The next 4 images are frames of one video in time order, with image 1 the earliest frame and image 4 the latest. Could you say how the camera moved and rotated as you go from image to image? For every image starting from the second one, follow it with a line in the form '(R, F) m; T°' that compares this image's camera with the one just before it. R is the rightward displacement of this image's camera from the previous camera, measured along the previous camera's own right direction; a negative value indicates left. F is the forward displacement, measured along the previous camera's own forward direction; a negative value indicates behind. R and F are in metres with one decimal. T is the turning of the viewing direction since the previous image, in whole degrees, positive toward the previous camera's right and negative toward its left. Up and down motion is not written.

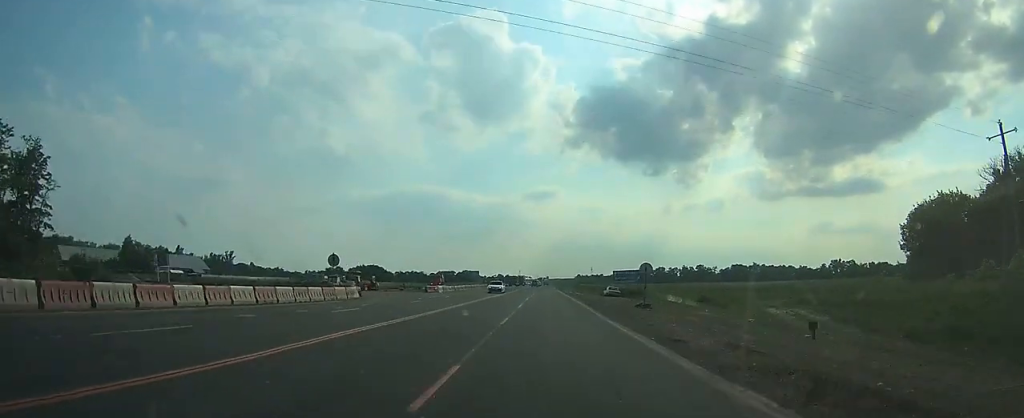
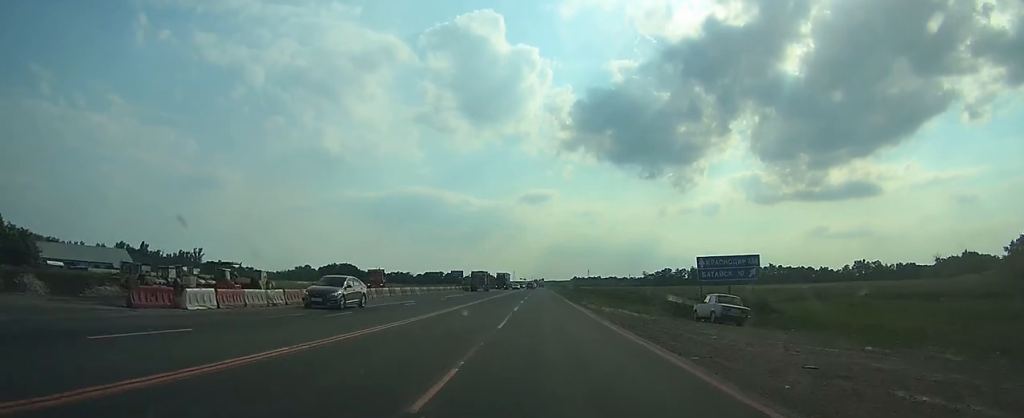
(-0.2, +47.7) m; 0°
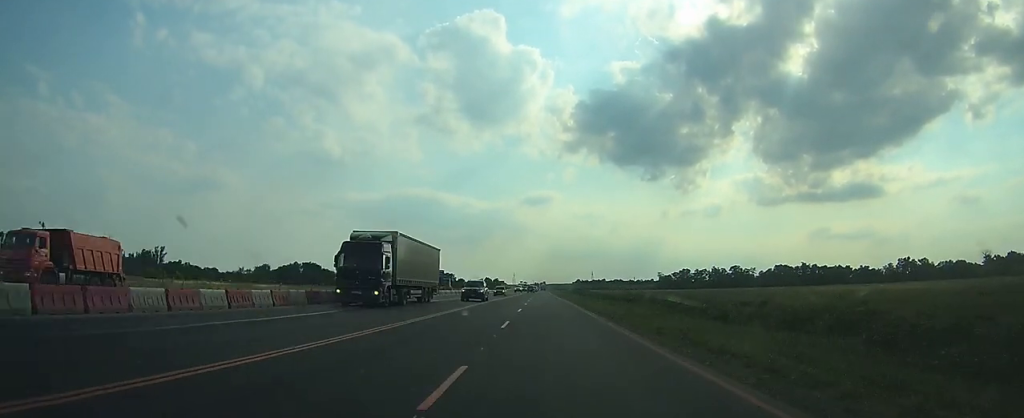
(+0.2, +59.6) m; 0°
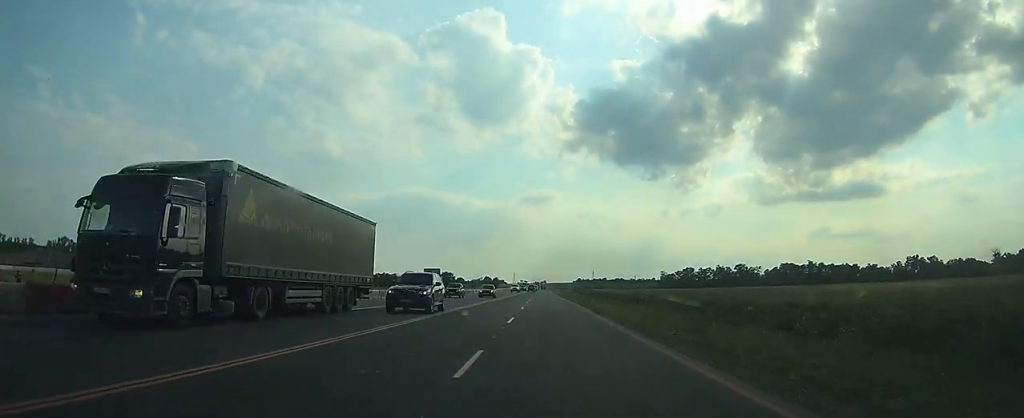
(0.0, +9.9) m; 0°
